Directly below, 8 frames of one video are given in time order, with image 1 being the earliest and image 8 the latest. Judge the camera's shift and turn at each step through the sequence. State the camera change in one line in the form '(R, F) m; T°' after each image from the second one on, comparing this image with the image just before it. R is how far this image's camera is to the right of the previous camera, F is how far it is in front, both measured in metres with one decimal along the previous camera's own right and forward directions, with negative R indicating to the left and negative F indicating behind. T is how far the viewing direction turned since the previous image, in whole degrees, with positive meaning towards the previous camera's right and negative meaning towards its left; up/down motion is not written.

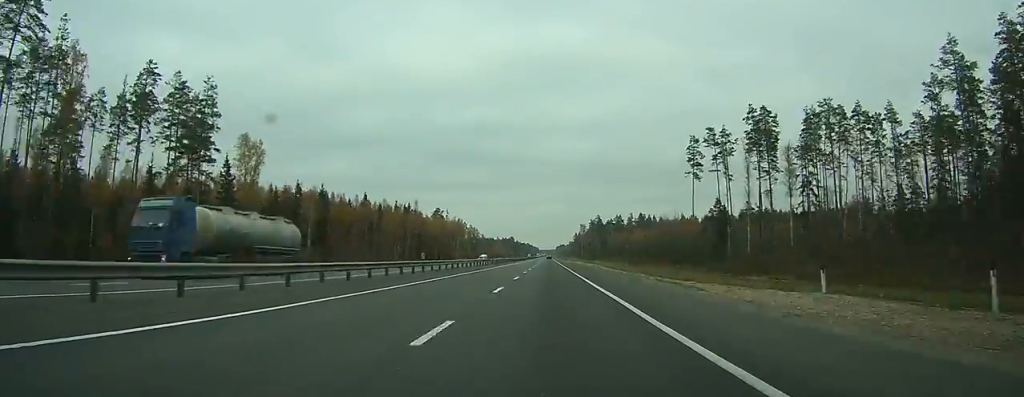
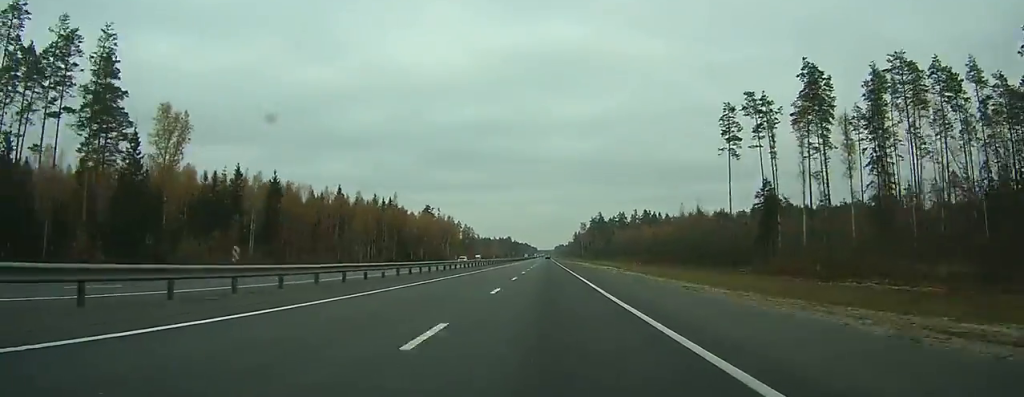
(0.0, +23.9) m; 0°
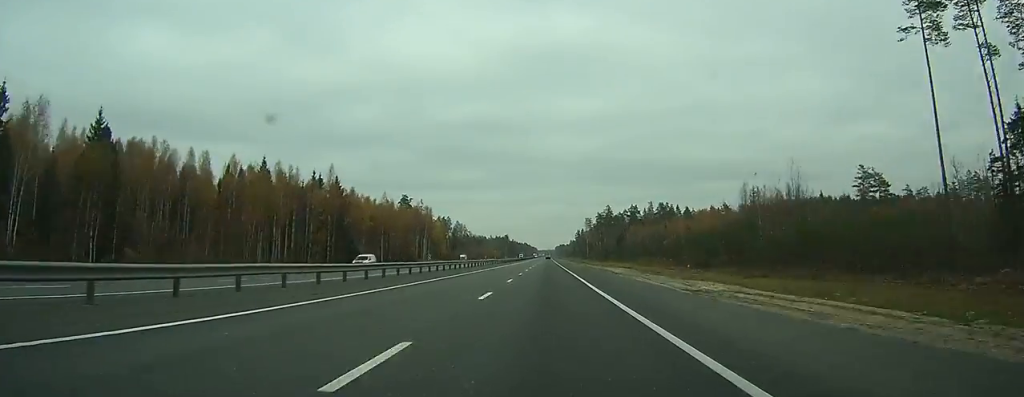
(+0.2, +48.6) m; +1°
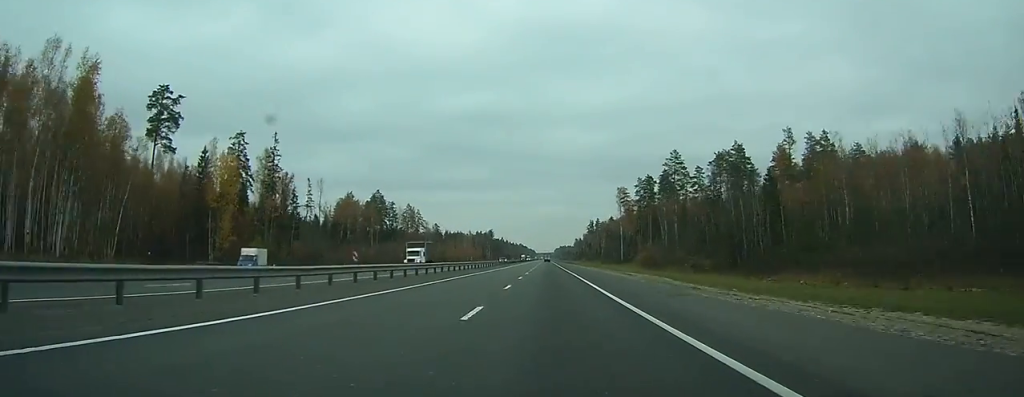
(-0.5, +170.9) m; 0°
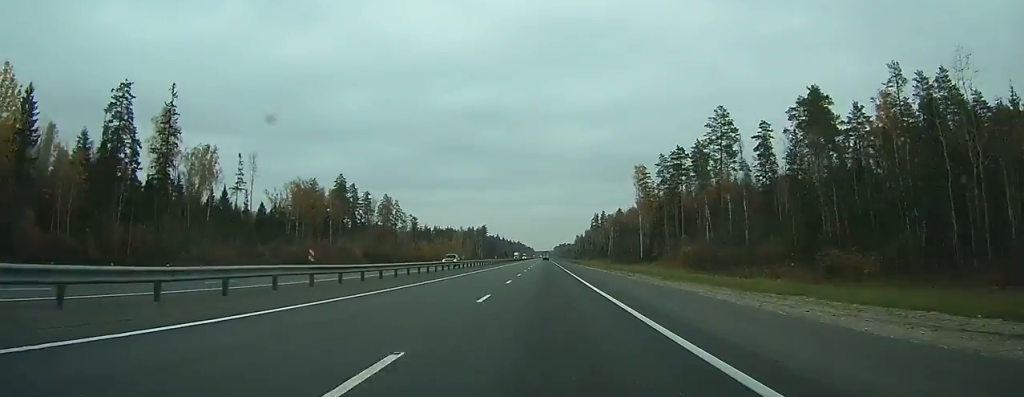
(+0.1, +46.5) m; 0°
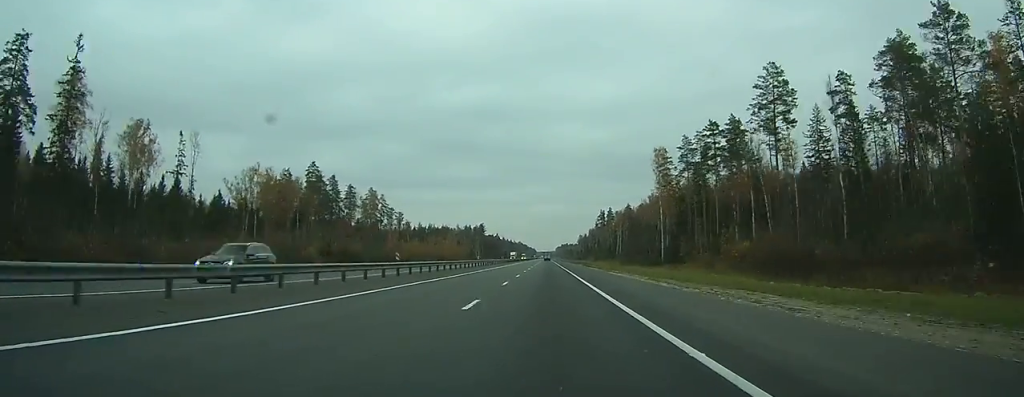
(0.0, +27.9) m; 0°
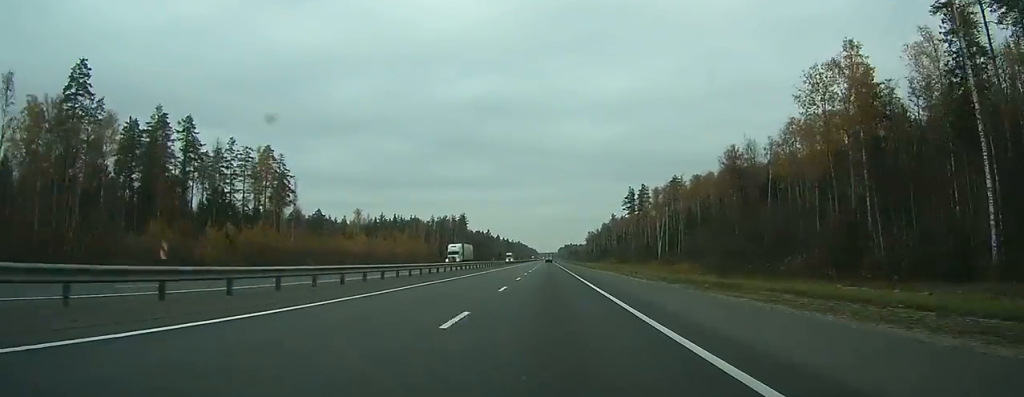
(+0.4, +103.3) m; 0°
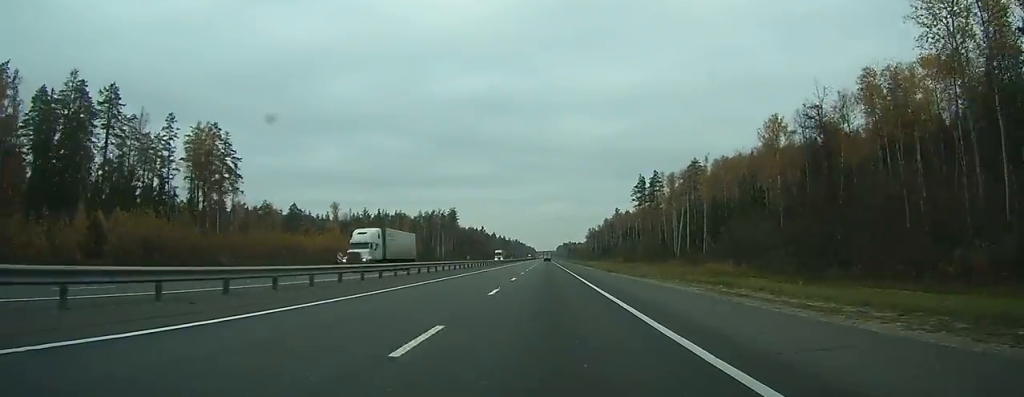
(0.0, +26.0) m; 0°
